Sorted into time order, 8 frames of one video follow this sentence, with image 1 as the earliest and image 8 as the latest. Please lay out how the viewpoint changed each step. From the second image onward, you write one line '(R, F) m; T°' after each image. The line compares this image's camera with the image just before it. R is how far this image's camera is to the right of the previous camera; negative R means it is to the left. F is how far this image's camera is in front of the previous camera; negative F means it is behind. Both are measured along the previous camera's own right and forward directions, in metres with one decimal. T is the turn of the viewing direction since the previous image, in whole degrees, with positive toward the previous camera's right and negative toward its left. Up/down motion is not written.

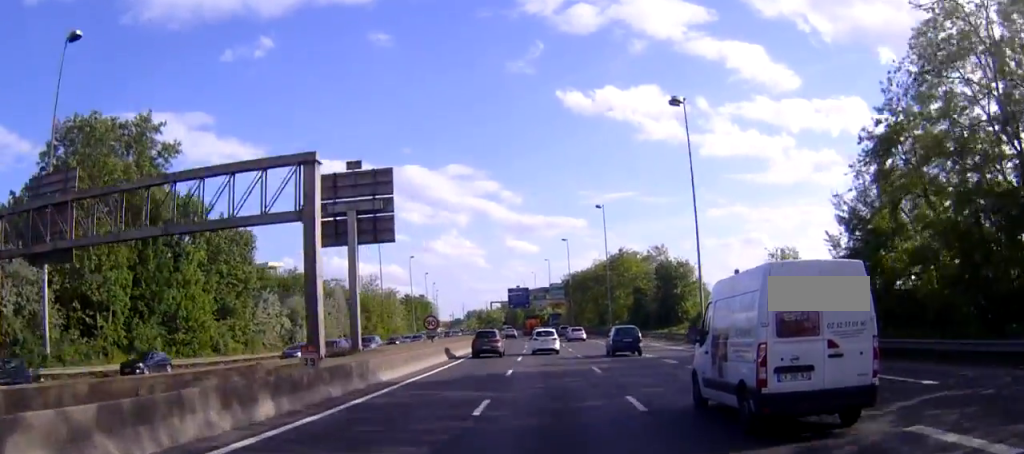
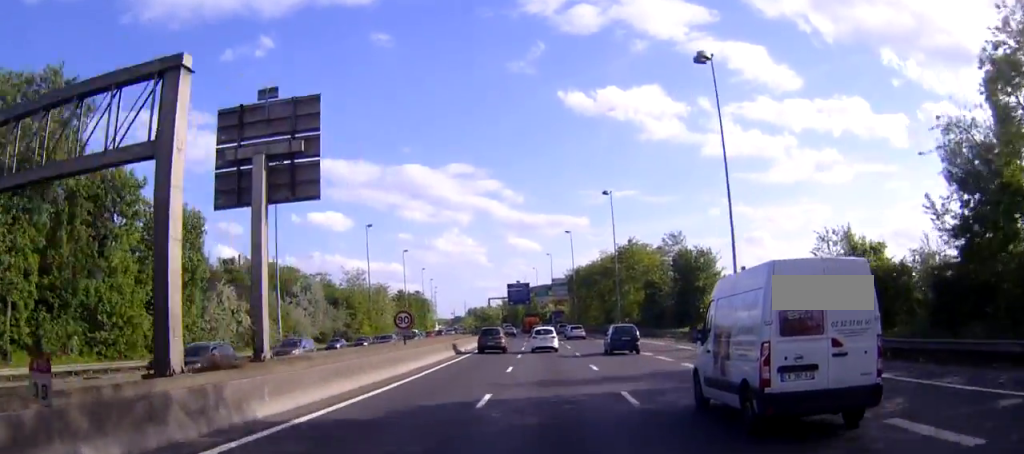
(0.0, +11.6) m; 0°
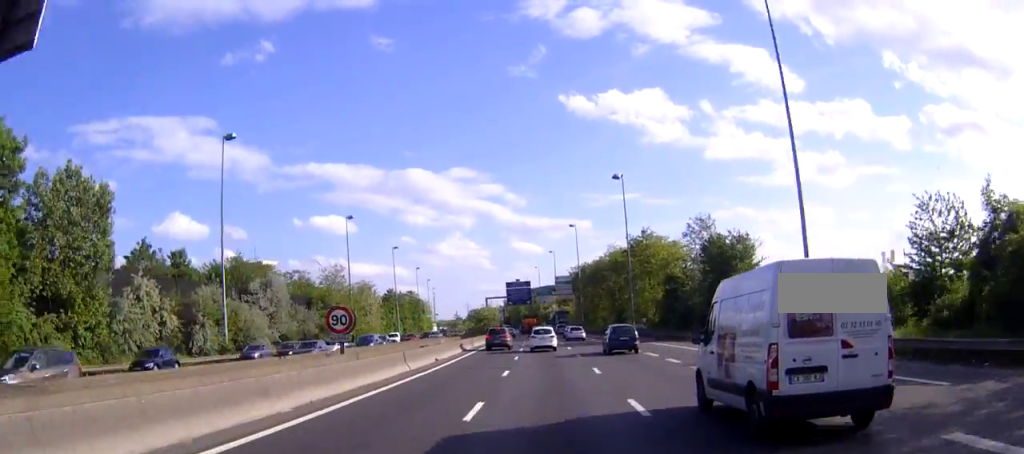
(-0.1, +14.9) m; 0°
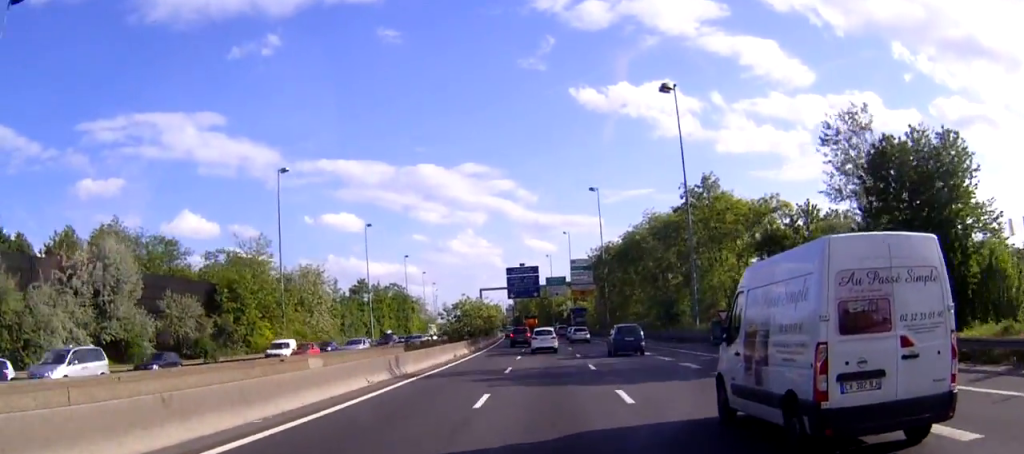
(-0.3, +35.4) m; -1°
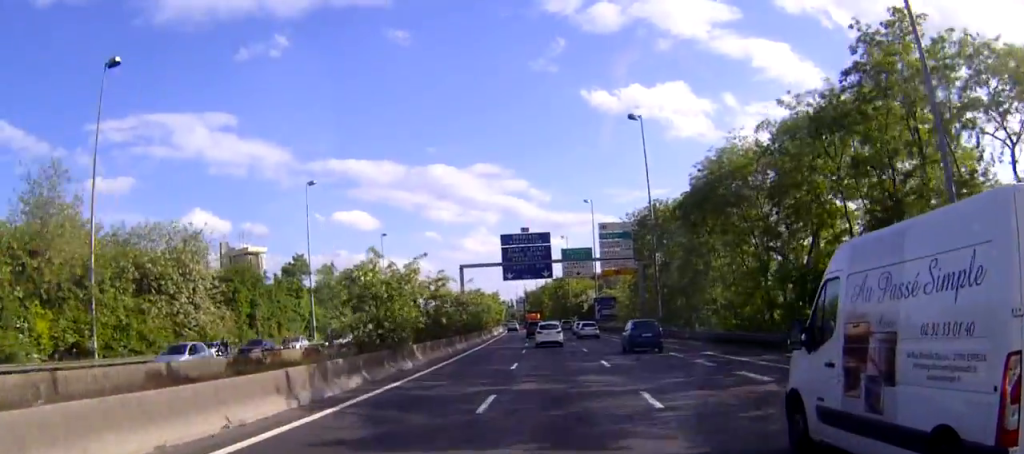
(-0.4, +39.3) m; -1°
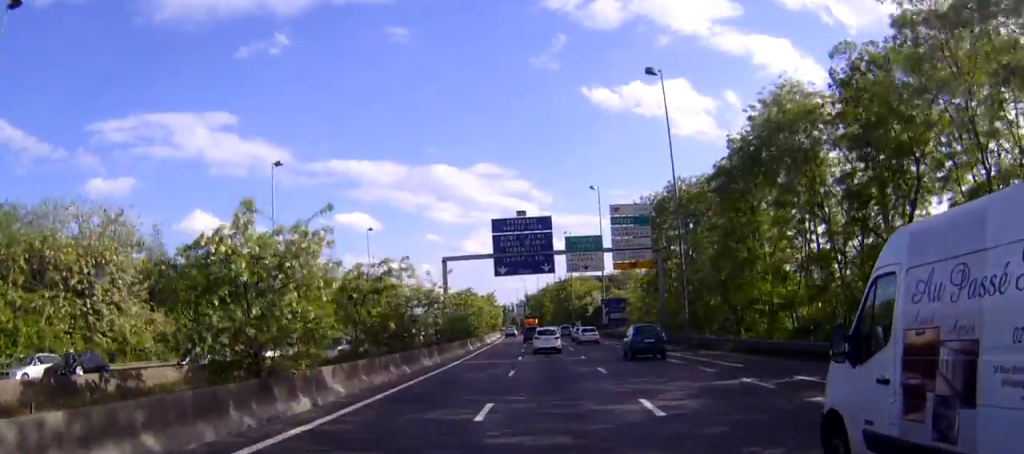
(0.0, +12.6) m; 0°
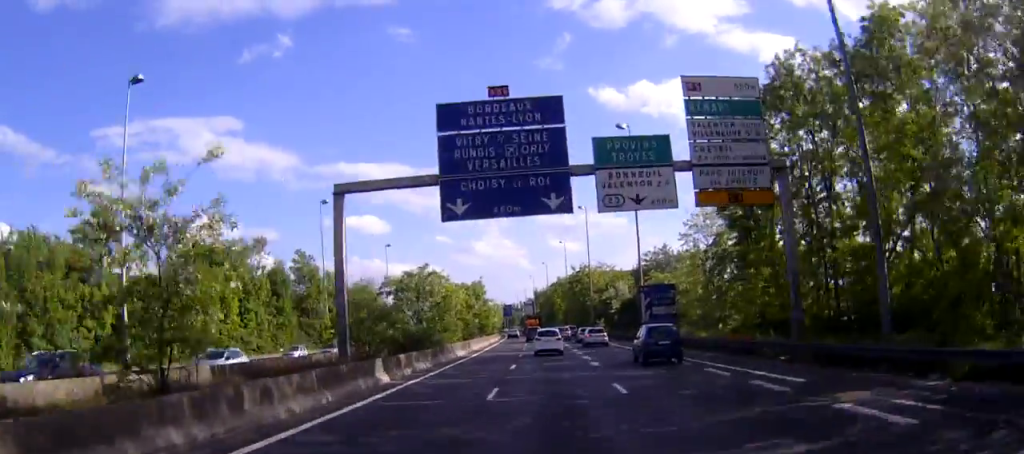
(-0.2, +32.3) m; -1°
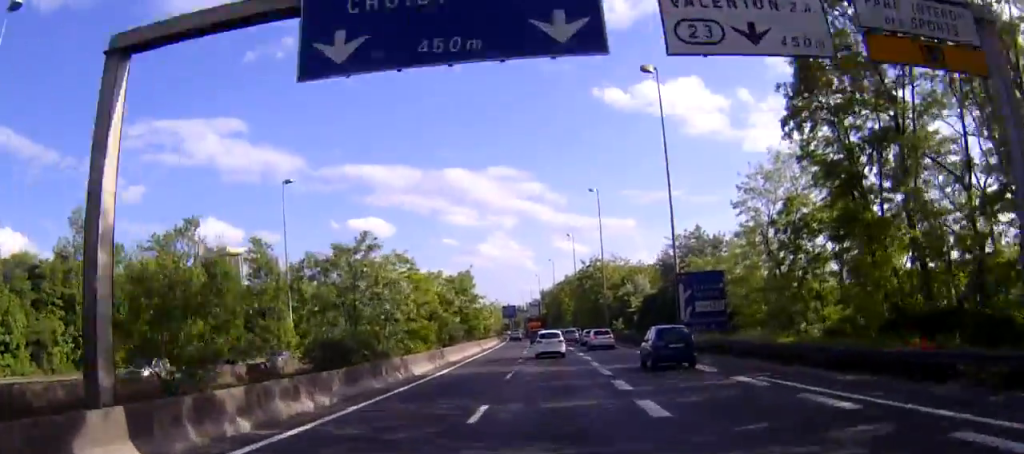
(-0.1, +16.6) m; 0°
